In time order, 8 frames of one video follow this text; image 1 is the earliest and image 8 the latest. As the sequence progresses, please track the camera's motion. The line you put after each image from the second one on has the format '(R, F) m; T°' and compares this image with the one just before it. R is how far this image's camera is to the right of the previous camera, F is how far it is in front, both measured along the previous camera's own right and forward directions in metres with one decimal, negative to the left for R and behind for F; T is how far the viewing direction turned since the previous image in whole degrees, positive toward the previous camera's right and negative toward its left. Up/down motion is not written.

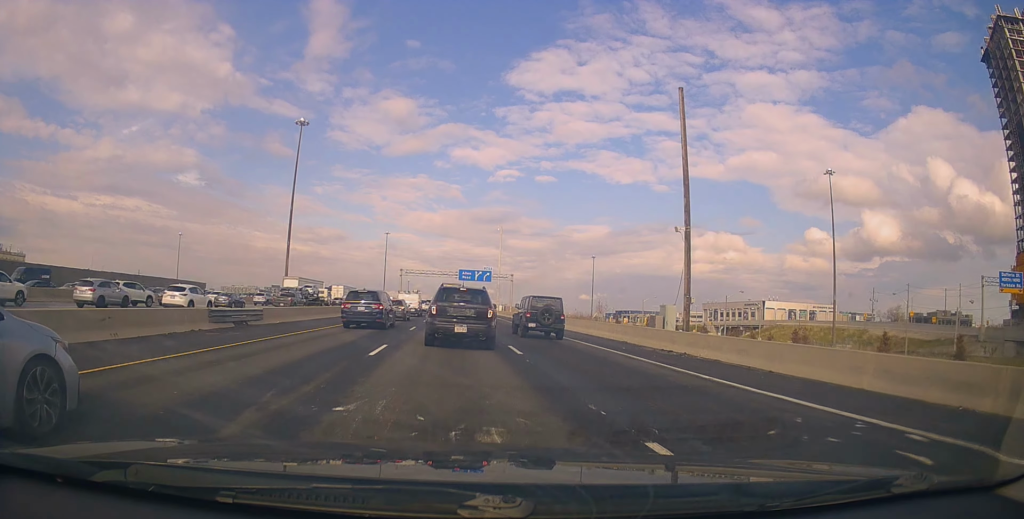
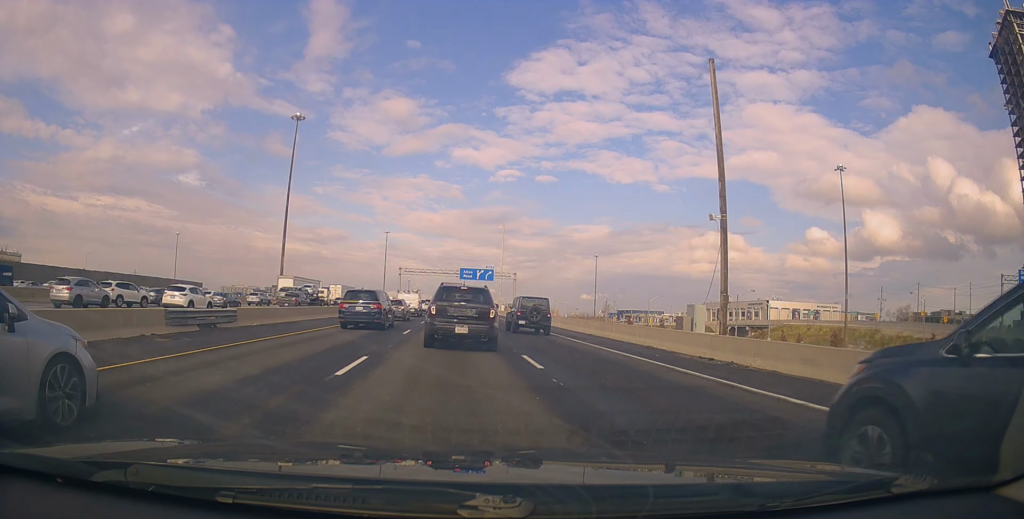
(-0.1, +3.2) m; 0°
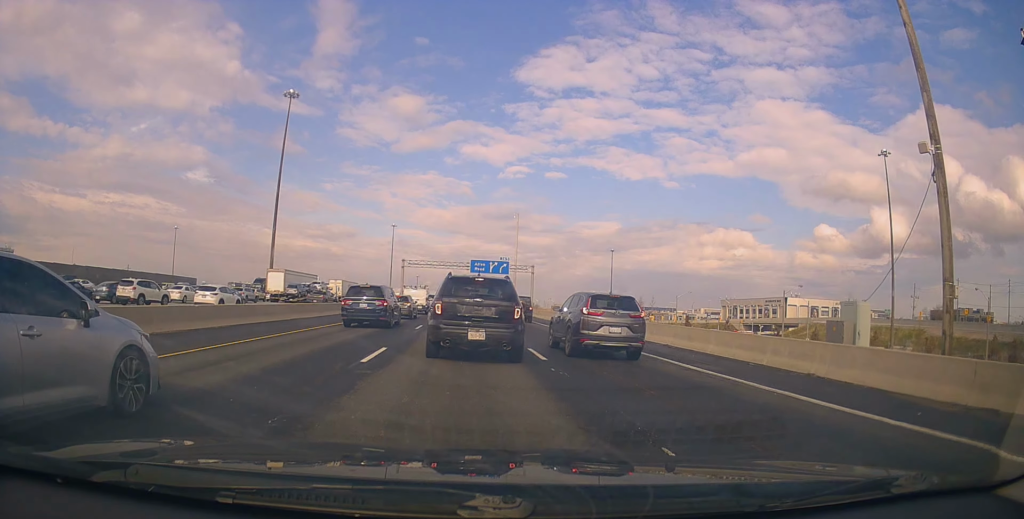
(-0.1, +10.5) m; +1°
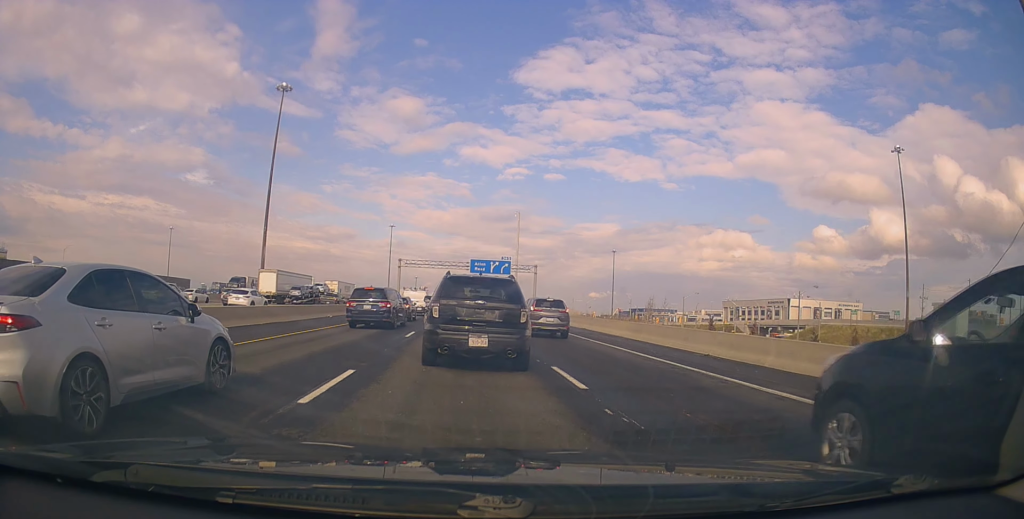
(+0.1, +3.7) m; 0°
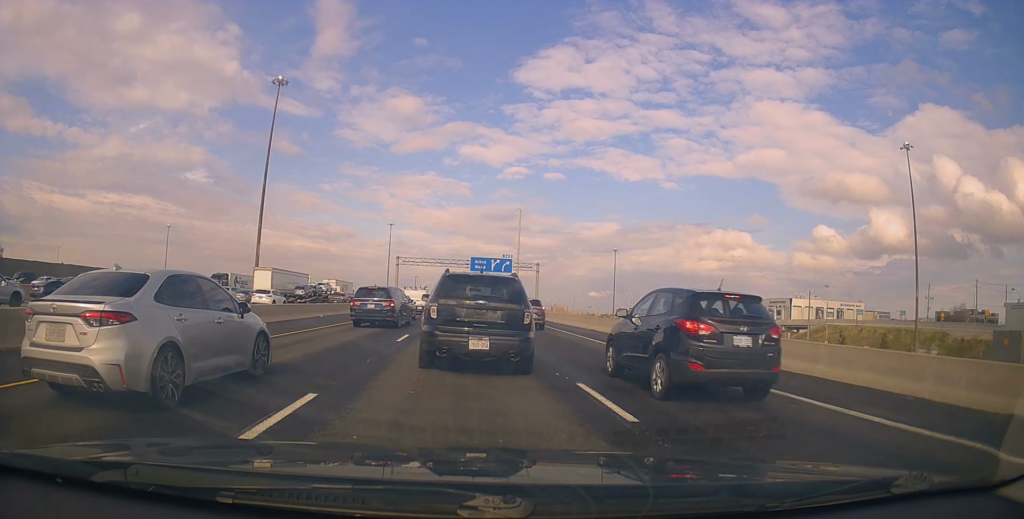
(0.0, +2.4) m; -1°
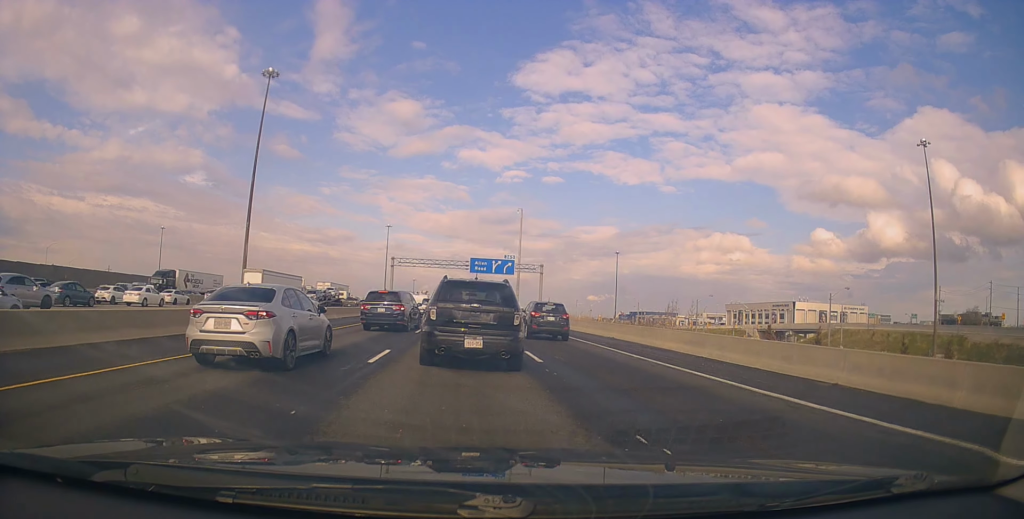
(-0.1, +5.2) m; +1°
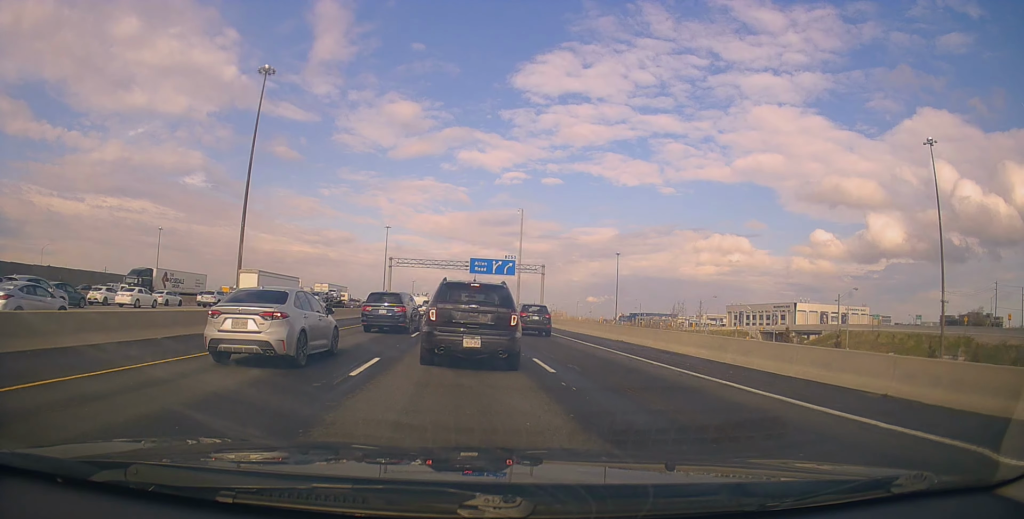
(+0.1, +2.1) m; +1°
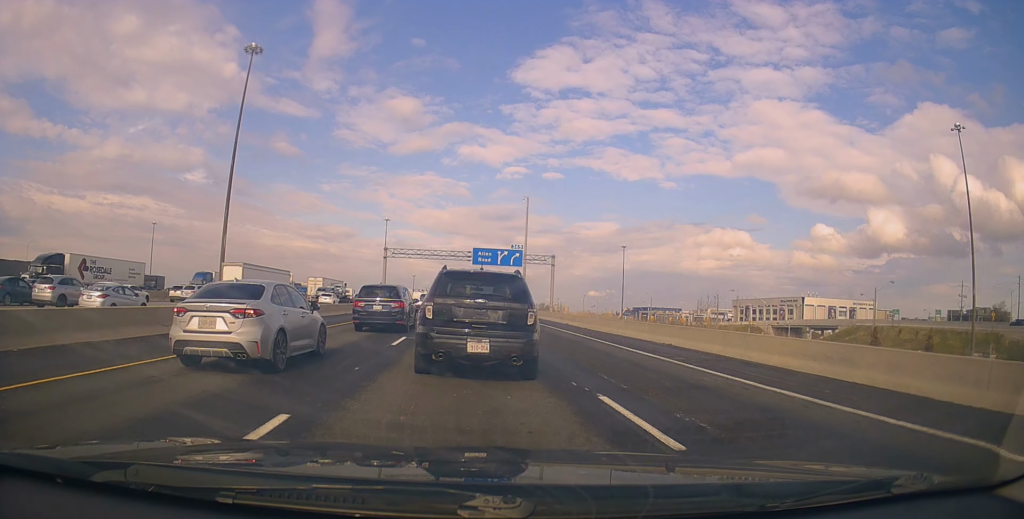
(+0.2, +6.2) m; -1°
